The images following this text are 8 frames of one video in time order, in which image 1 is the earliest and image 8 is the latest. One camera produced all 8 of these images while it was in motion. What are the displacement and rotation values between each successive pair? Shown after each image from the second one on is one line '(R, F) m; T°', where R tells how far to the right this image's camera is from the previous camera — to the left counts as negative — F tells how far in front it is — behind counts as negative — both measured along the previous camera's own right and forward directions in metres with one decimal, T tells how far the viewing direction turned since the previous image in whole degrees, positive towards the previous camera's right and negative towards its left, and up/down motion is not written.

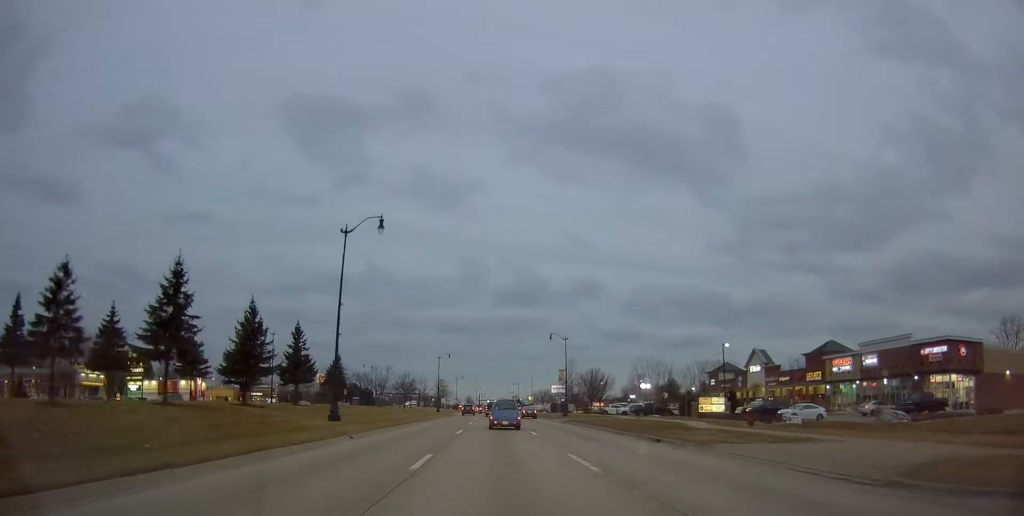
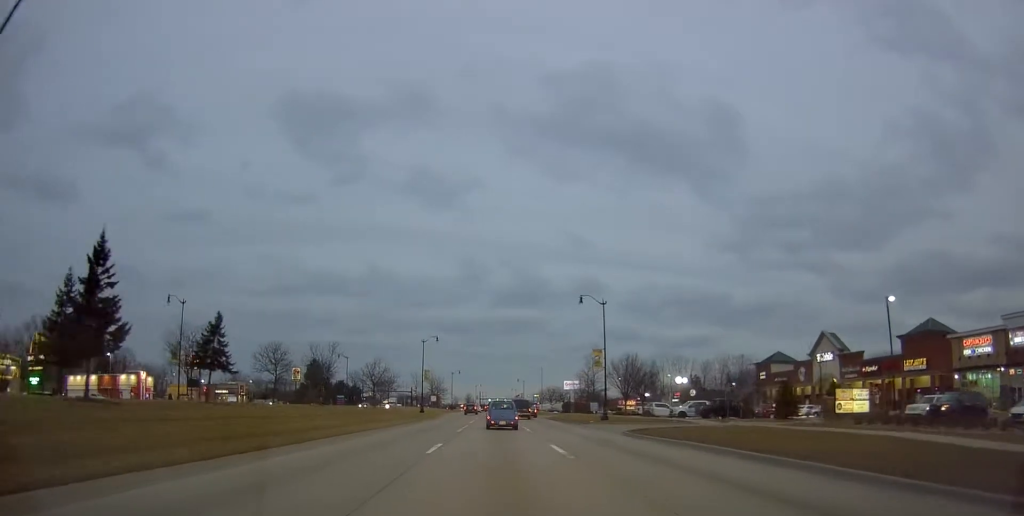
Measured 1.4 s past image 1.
(+0.2, +26.0) m; -1°
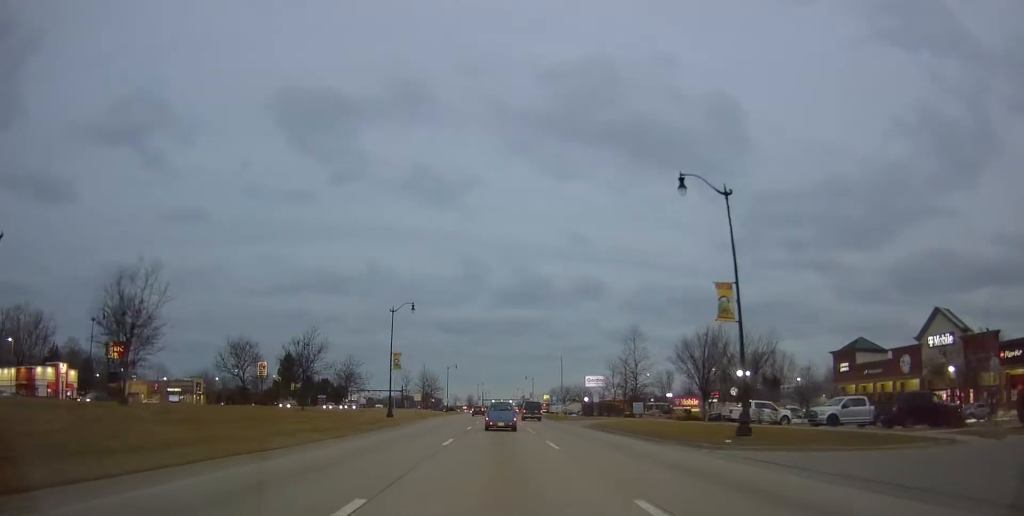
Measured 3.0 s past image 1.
(-0.1, +27.9) m; -1°
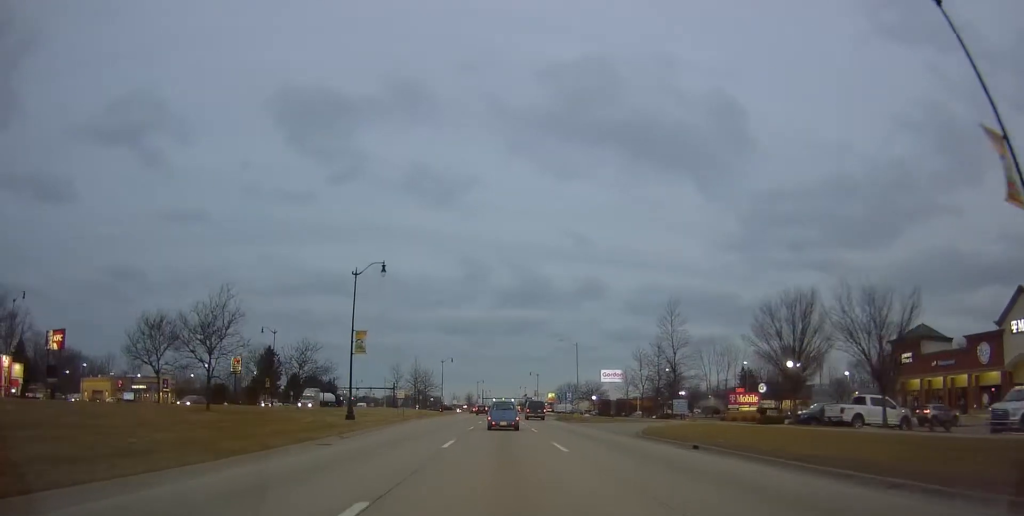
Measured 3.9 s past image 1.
(-0.3, +15.5) m; 0°
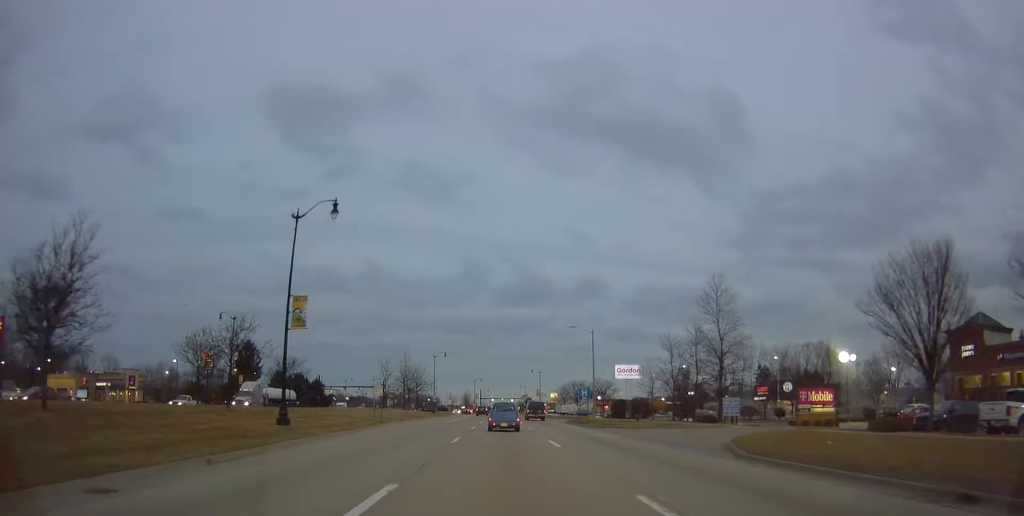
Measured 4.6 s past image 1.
(-0.1, +12.5) m; 0°
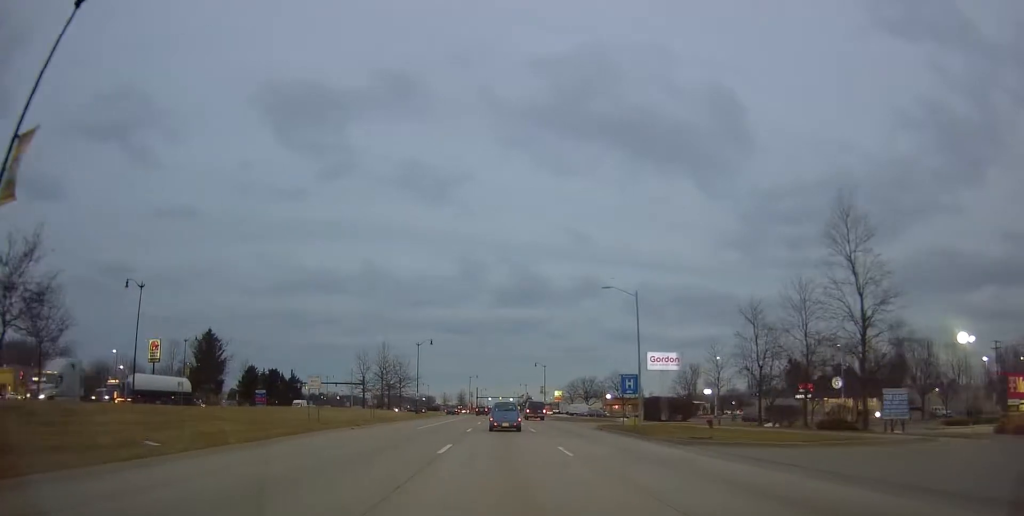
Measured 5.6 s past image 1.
(+0.3, +19.2) m; 0°
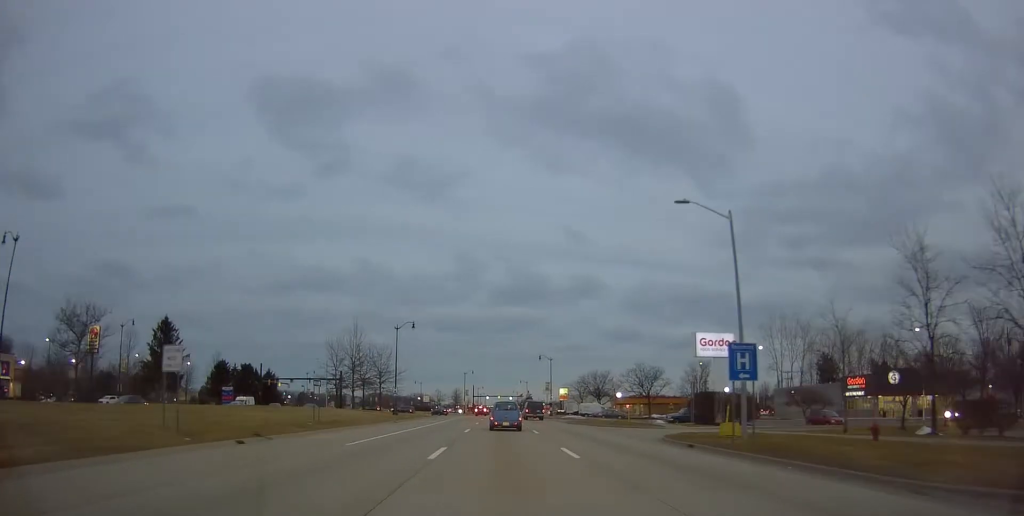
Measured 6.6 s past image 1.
(-0.3, +17.0) m; 0°
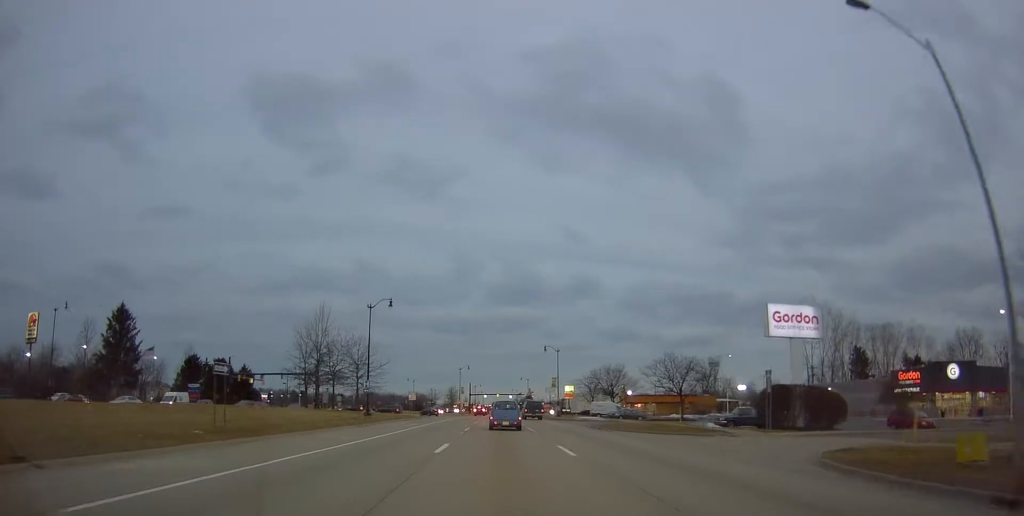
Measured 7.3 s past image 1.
(+0.5, +14.1) m; +1°
